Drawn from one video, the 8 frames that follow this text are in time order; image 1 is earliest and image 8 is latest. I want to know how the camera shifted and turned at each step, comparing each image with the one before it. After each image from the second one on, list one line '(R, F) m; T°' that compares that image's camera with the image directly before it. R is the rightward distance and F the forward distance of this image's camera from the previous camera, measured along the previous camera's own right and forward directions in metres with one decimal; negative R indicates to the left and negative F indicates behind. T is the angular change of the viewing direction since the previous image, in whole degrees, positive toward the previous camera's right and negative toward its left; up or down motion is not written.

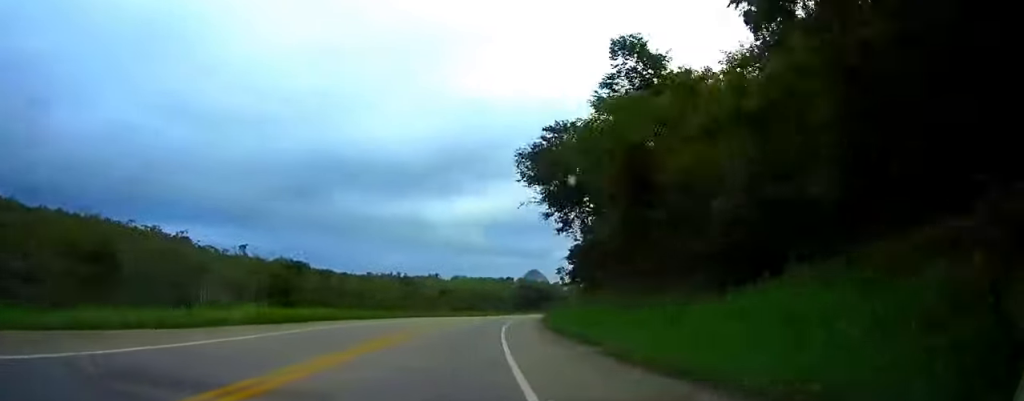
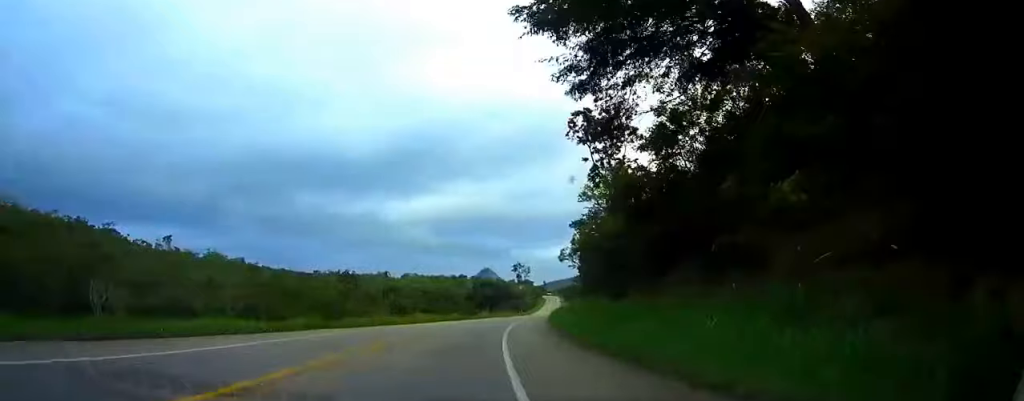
(+1.0, +33.2) m; +4°
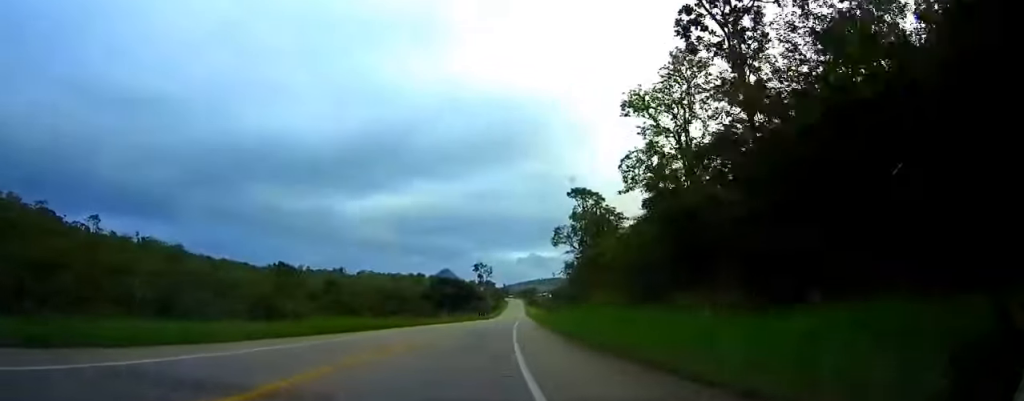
(+0.8, +30.3) m; +3°
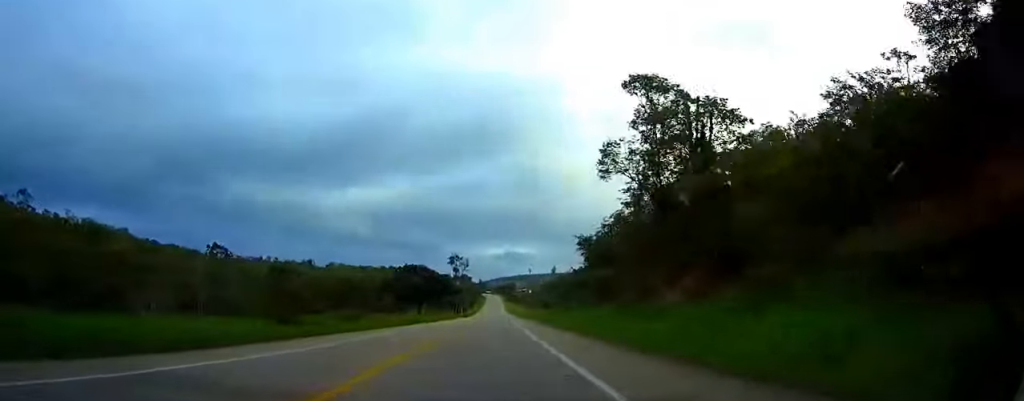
(+0.9, +32.7) m; +3°
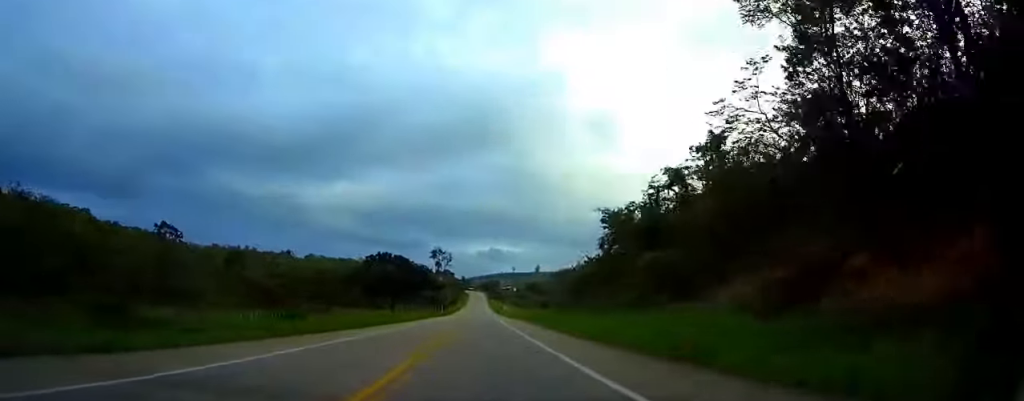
(+0.3, +20.1) m; +1°
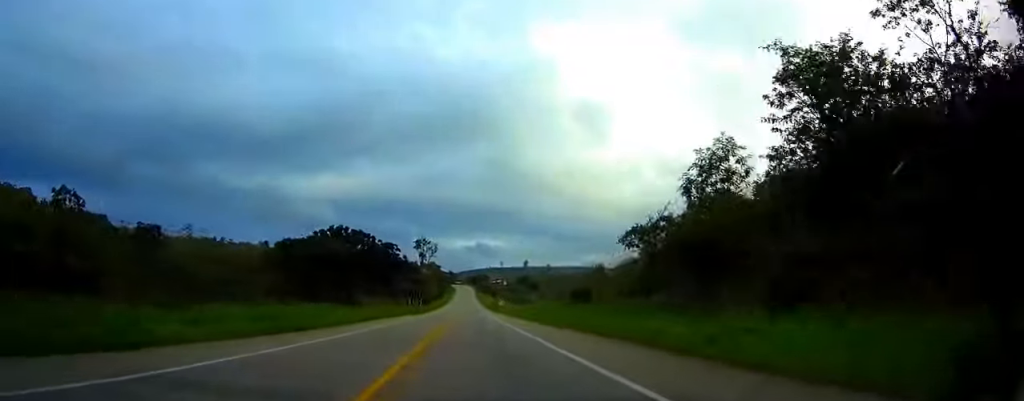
(+0.4, +33.5) m; +1°
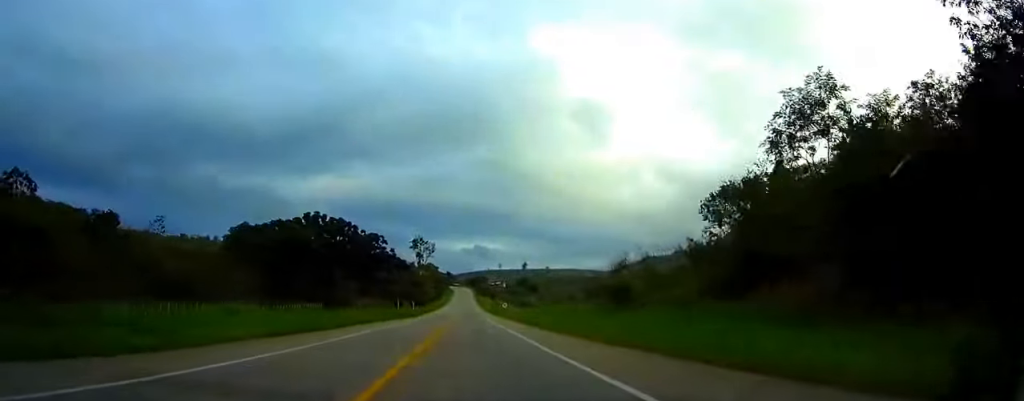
(+0.1, +13.3) m; 0°
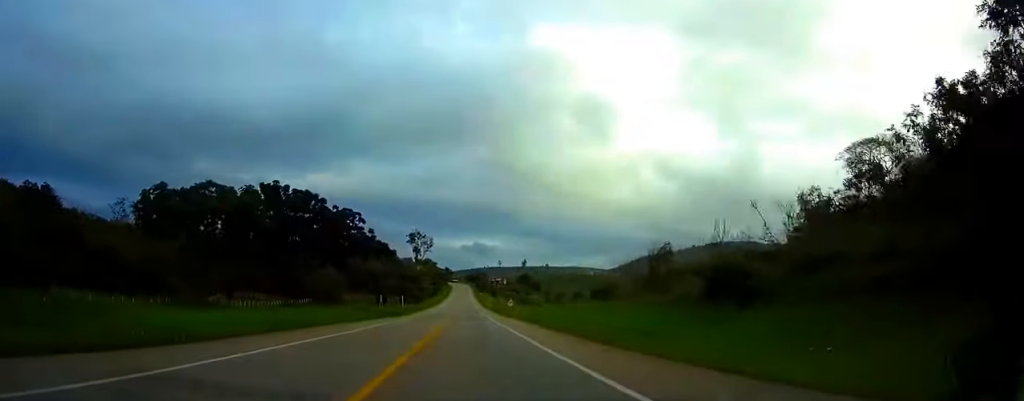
(+0.1, +16.4) m; 0°
